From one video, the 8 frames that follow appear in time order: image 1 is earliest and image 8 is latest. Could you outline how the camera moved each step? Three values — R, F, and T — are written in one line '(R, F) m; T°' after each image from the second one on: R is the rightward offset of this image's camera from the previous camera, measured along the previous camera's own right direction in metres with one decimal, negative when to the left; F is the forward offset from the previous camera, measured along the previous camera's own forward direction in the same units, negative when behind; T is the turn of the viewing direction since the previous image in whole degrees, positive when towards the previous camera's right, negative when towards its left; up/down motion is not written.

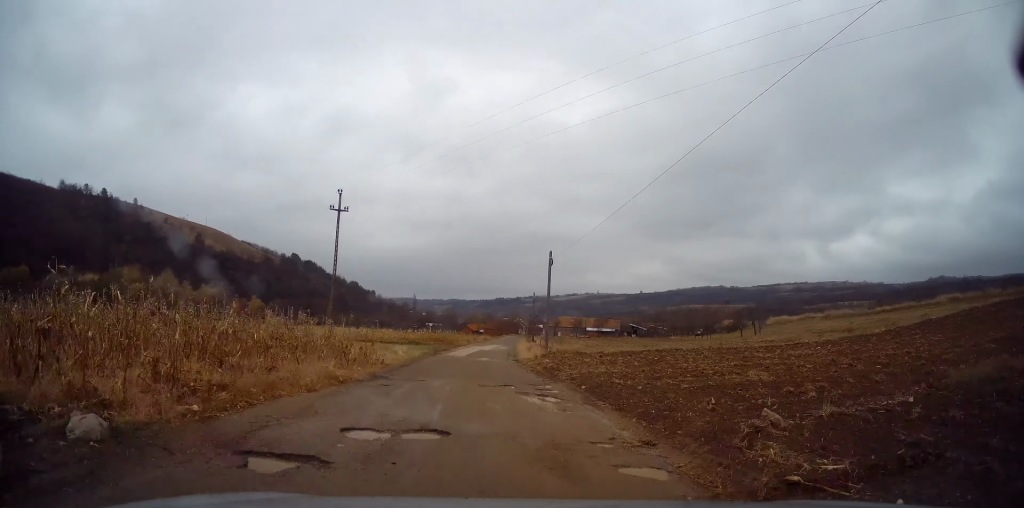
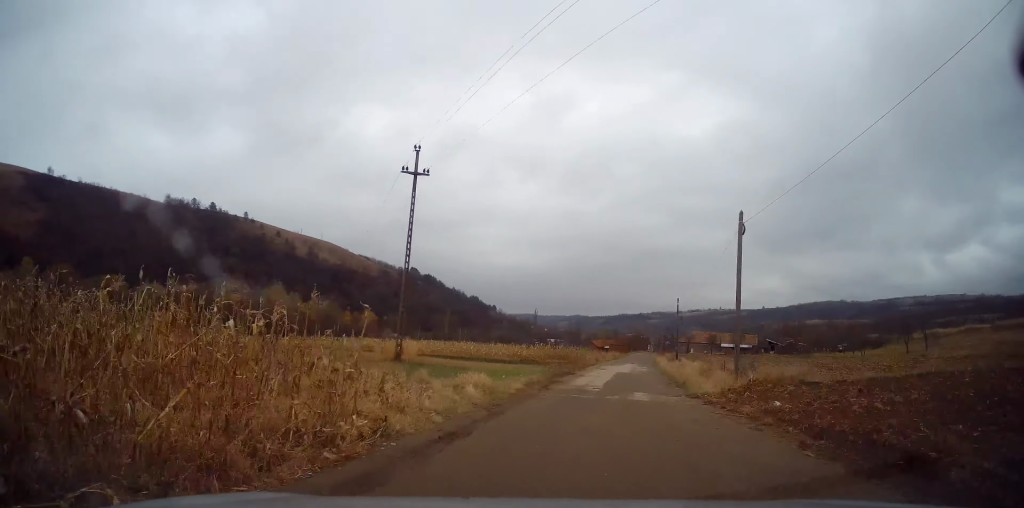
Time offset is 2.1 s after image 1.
(0.0, +16.5) m; -3°
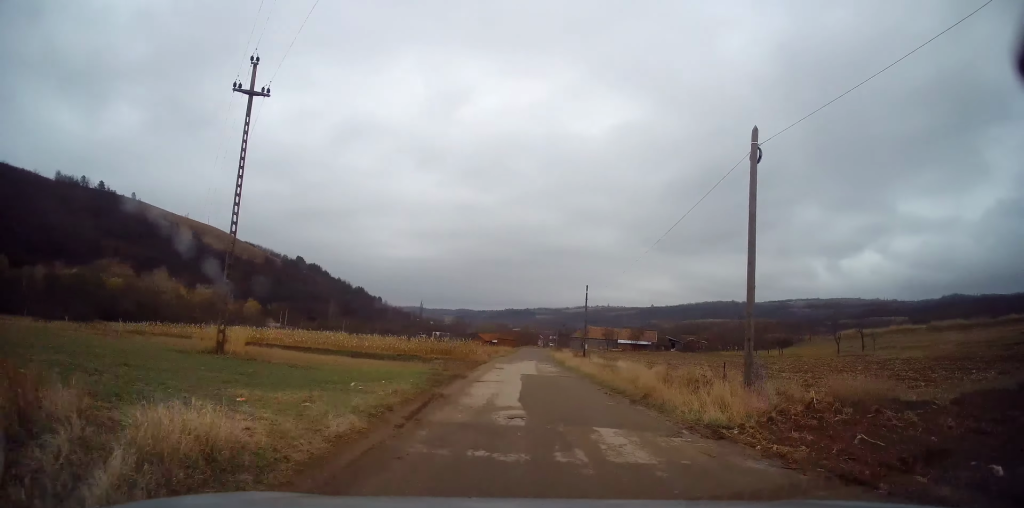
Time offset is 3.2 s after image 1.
(+0.1, +9.2) m; +3°
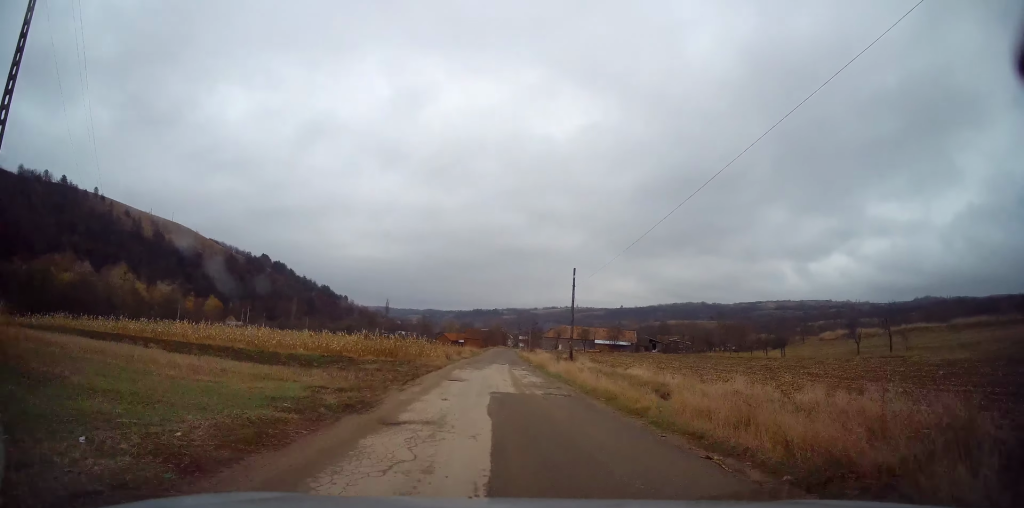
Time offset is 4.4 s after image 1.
(+0.5, +10.7) m; +4°
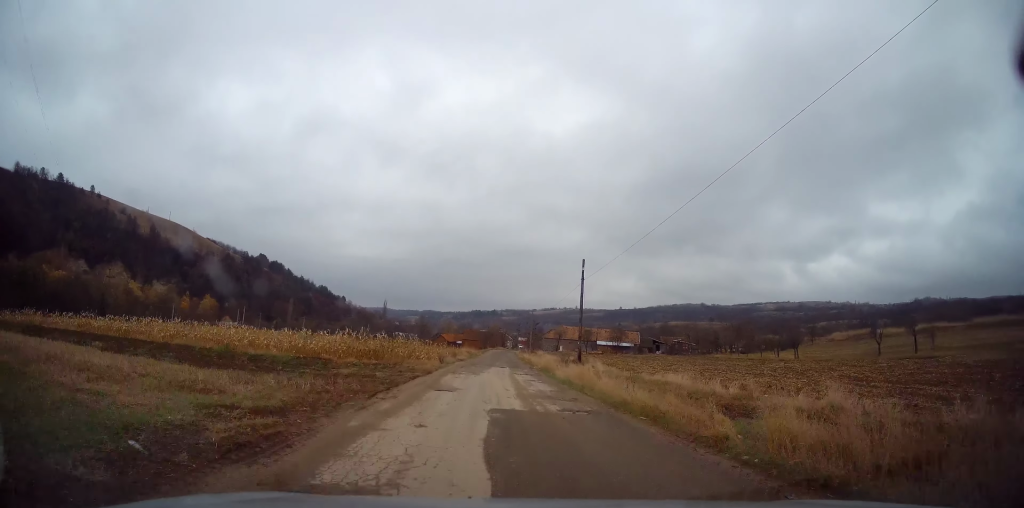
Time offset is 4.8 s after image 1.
(-0.1, +4.1) m; +1°
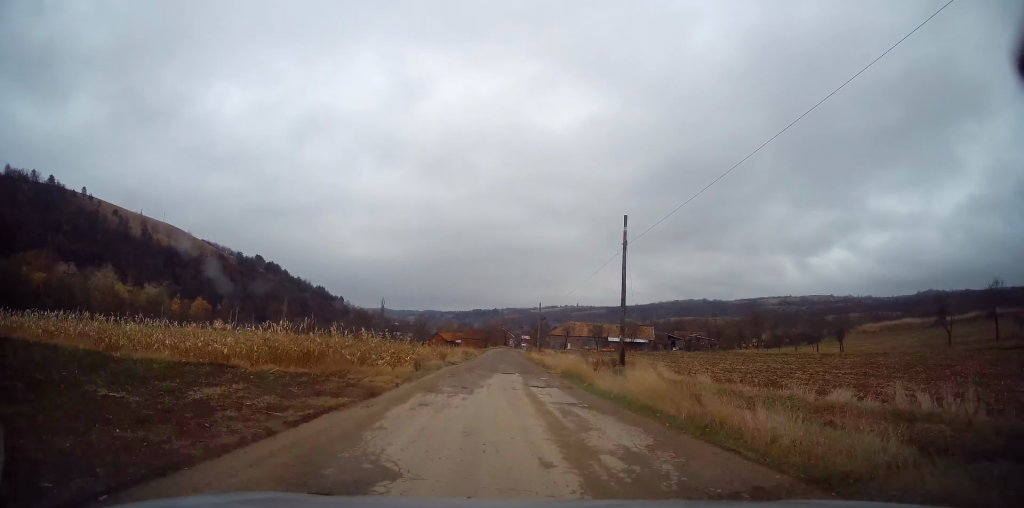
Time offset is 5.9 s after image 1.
(+0.5, +10.9) m; 0°
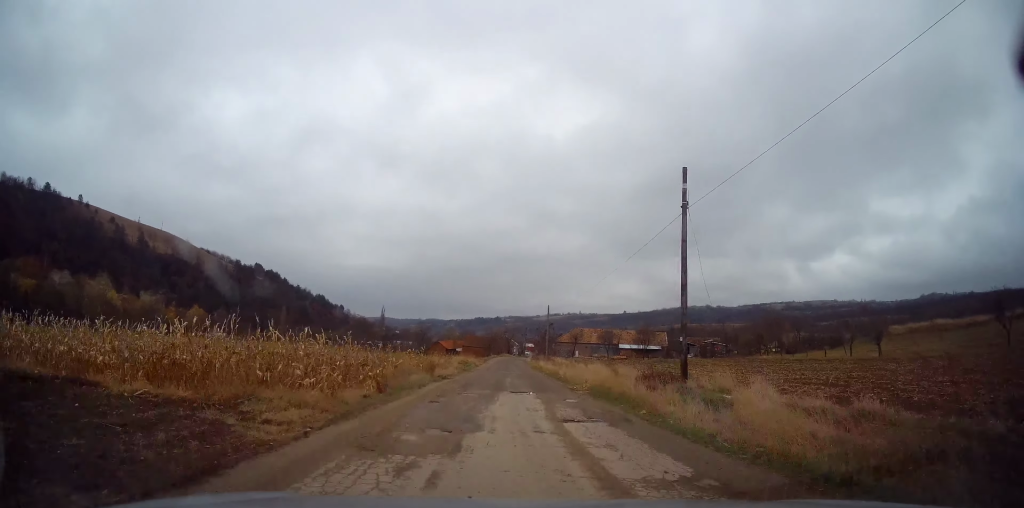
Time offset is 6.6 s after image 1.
(-0.4, +7.6) m; +1°
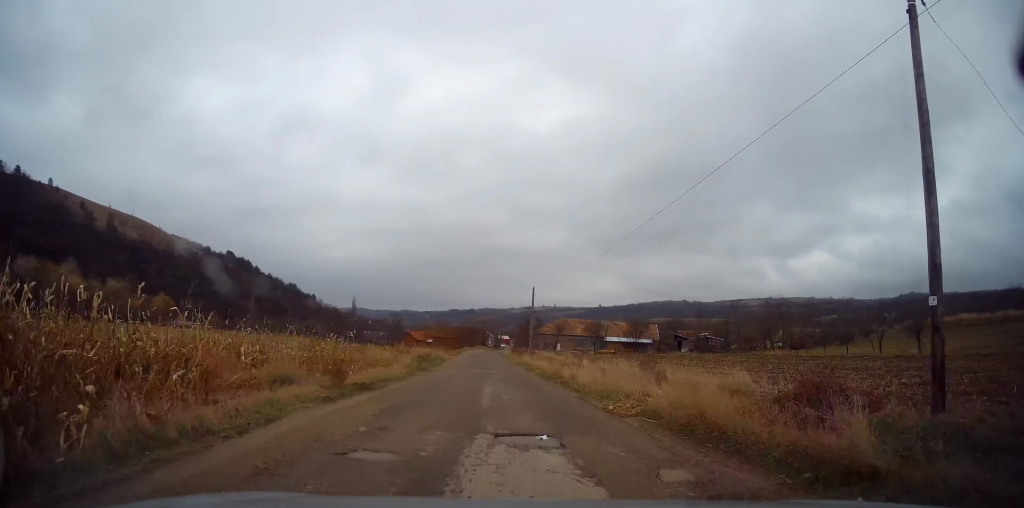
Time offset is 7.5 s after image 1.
(+0.3, +11.3) m; +2°
